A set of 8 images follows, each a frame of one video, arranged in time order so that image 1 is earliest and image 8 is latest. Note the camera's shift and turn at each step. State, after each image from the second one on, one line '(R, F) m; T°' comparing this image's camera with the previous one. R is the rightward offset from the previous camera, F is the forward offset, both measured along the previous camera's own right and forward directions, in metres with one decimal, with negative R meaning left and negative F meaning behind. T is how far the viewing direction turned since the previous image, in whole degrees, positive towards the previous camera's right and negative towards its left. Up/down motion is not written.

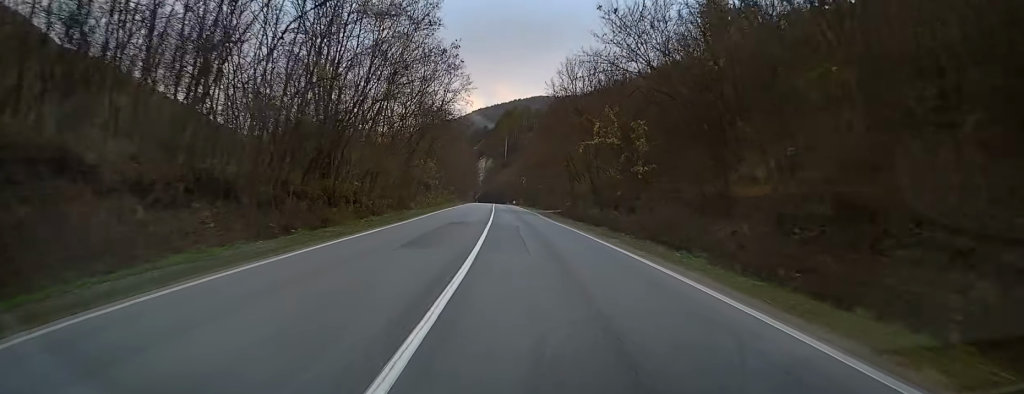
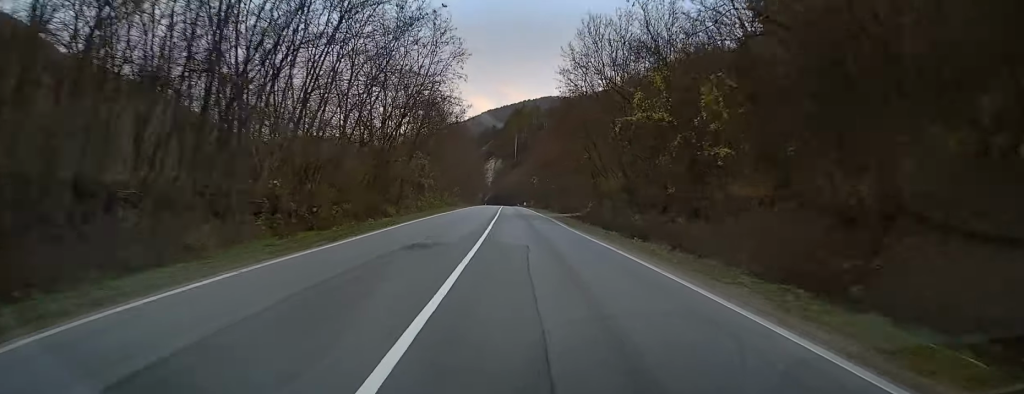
(-0.1, +12.7) m; -1°
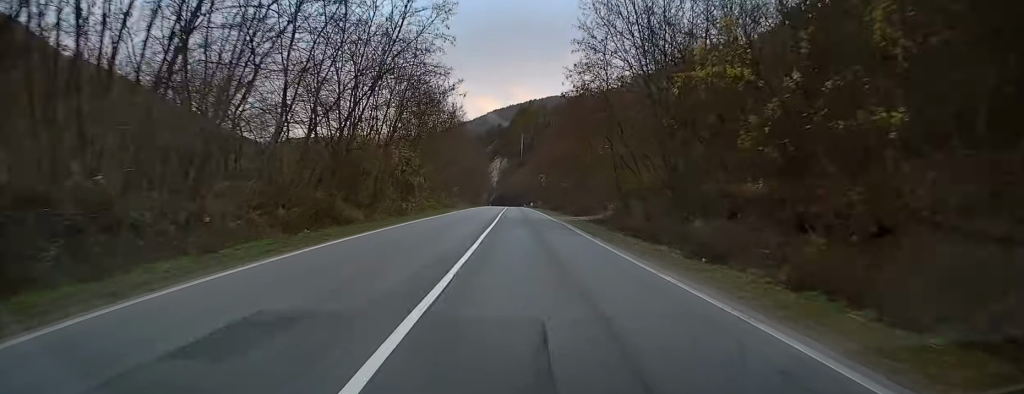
(-0.1, +10.4) m; -1°
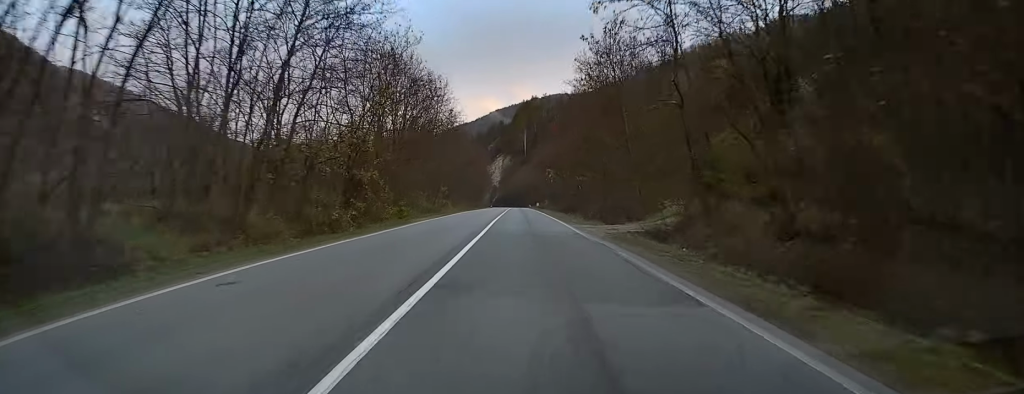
(-0.2, +19.1) m; -1°
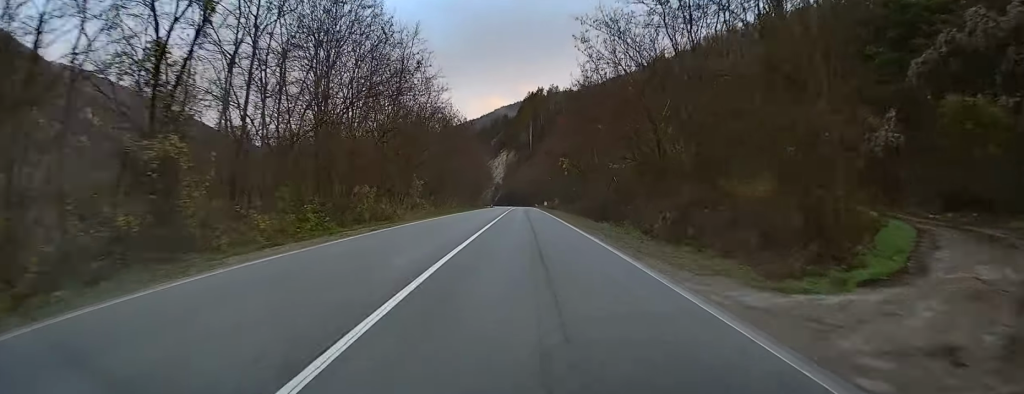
(-0.2, +23.2) m; 0°
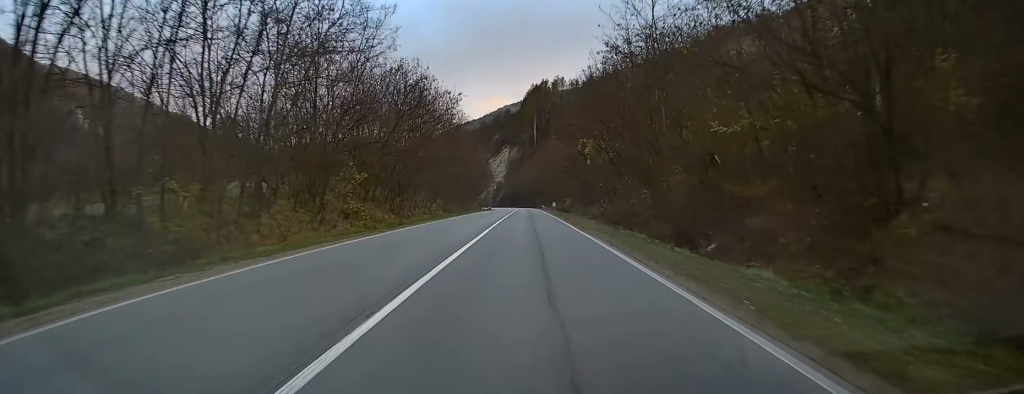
(0.0, +23.3) m; 0°
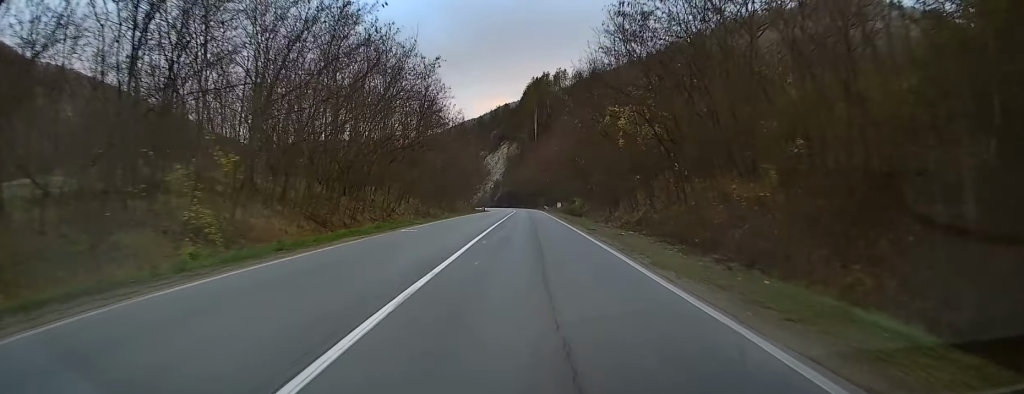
(+0.1, +17.7) m; 0°
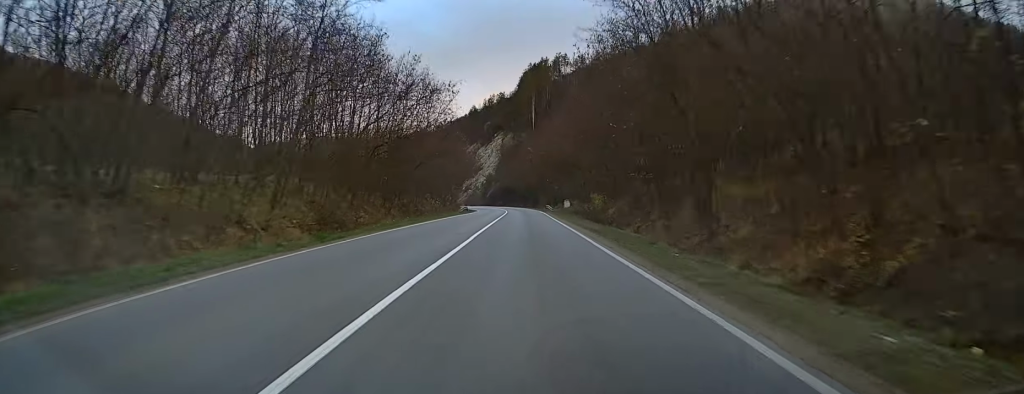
(0.0, +26.0) m; 0°
